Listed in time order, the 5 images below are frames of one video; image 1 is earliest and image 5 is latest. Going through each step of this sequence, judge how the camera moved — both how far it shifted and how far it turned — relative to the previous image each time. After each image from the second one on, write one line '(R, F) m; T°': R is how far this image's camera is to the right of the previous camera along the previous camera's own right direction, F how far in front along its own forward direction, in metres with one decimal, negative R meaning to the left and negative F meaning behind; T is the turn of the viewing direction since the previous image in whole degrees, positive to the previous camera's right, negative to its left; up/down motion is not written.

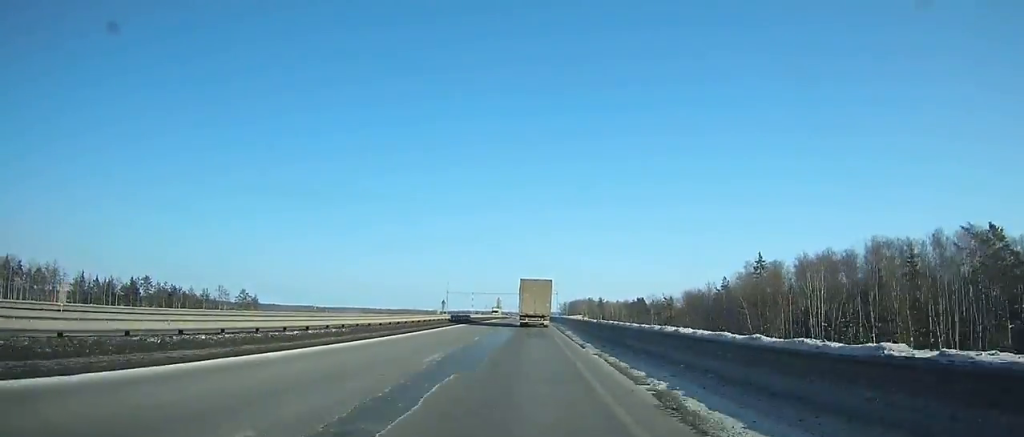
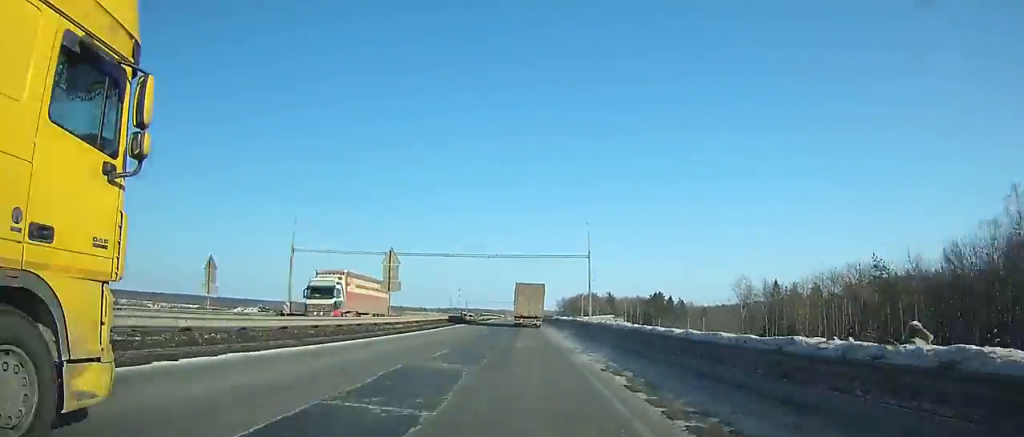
(-0.1, +93.4) m; 0°
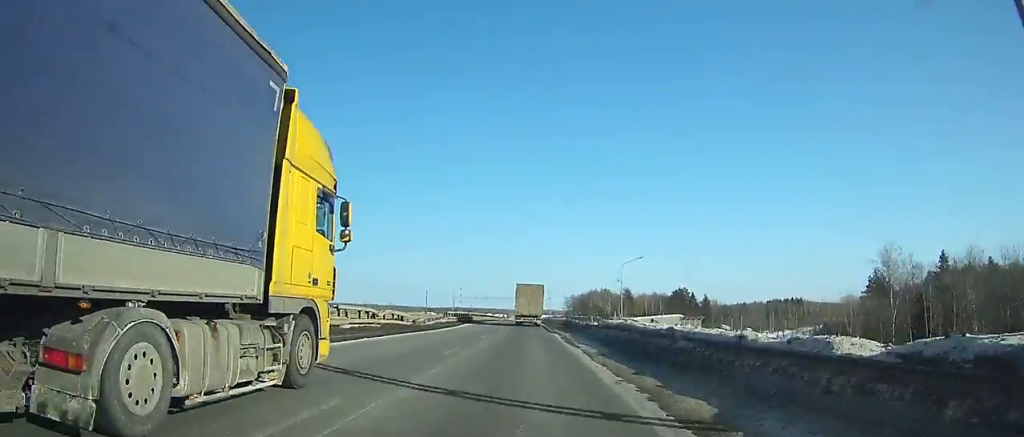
(0.0, +47.2) m; 0°
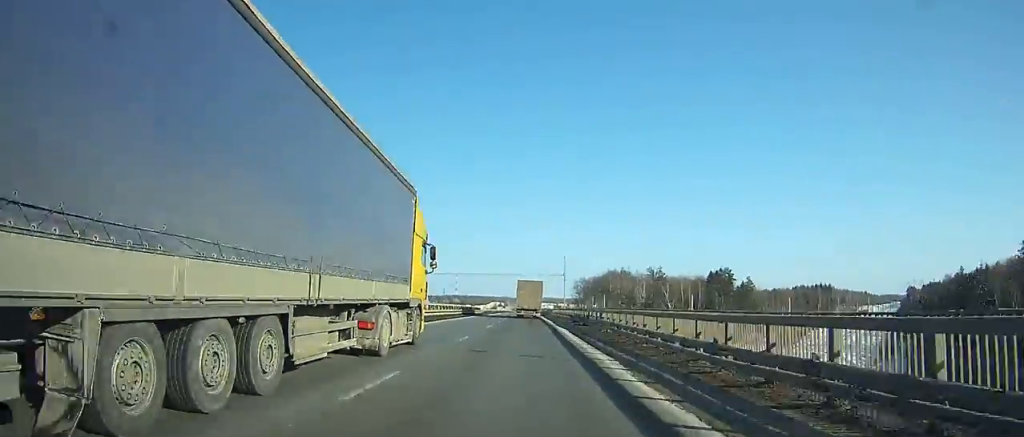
(-0.2, +69.2) m; 0°
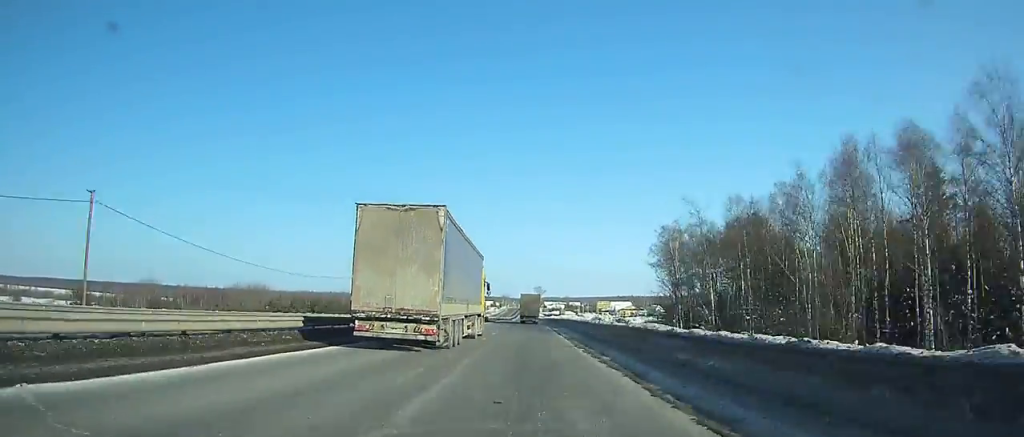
(+0.8, +178.6) m; 0°
